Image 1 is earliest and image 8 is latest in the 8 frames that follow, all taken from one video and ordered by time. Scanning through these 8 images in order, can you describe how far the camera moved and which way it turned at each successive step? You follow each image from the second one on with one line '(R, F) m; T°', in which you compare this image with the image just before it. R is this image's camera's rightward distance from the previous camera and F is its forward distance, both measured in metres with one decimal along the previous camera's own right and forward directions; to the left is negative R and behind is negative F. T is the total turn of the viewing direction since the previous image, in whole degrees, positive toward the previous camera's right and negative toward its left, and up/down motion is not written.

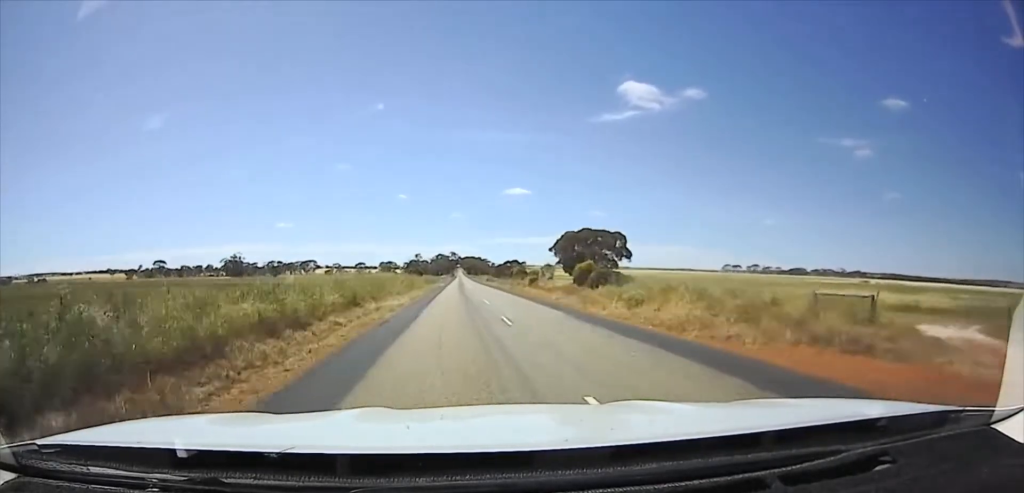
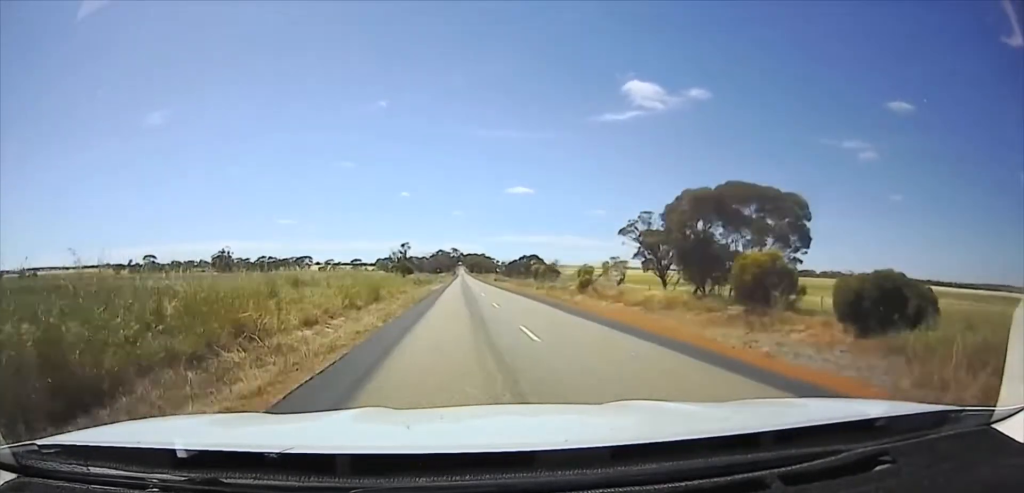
(0.0, +26.8) m; 0°
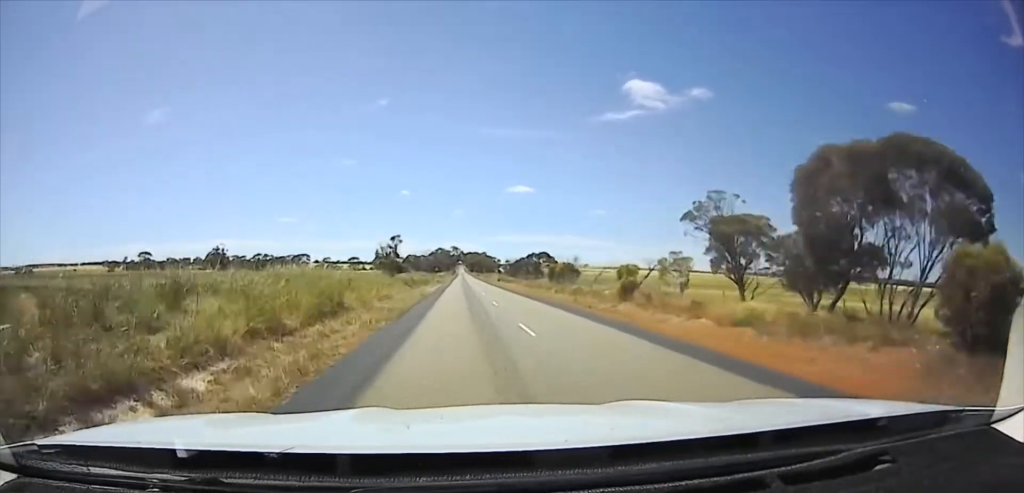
(0.0, +12.0) m; 0°
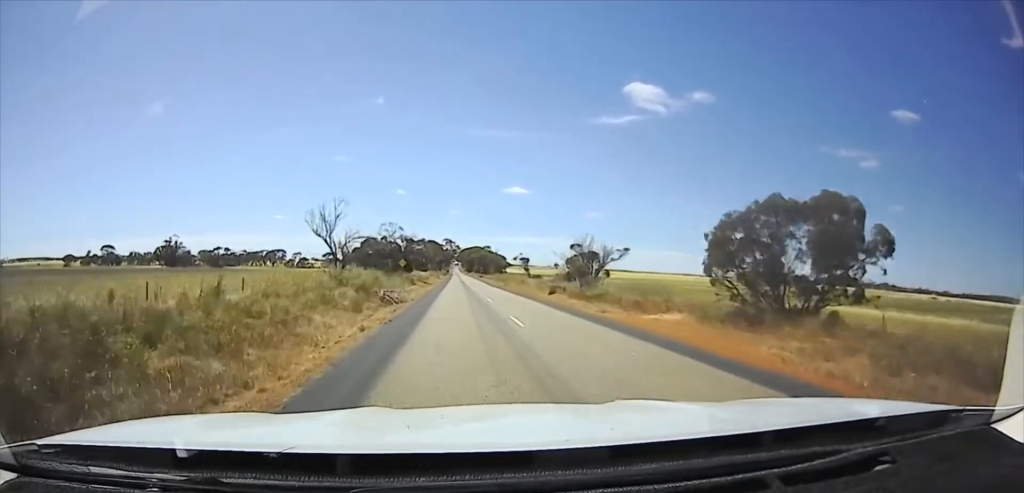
(-0.1, +69.6) m; 0°
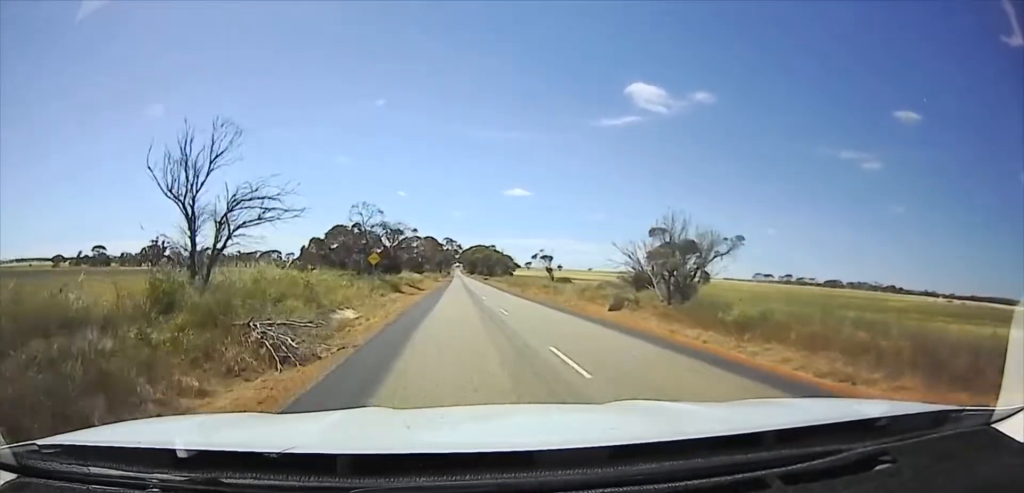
(0.0, +19.0) m; 0°
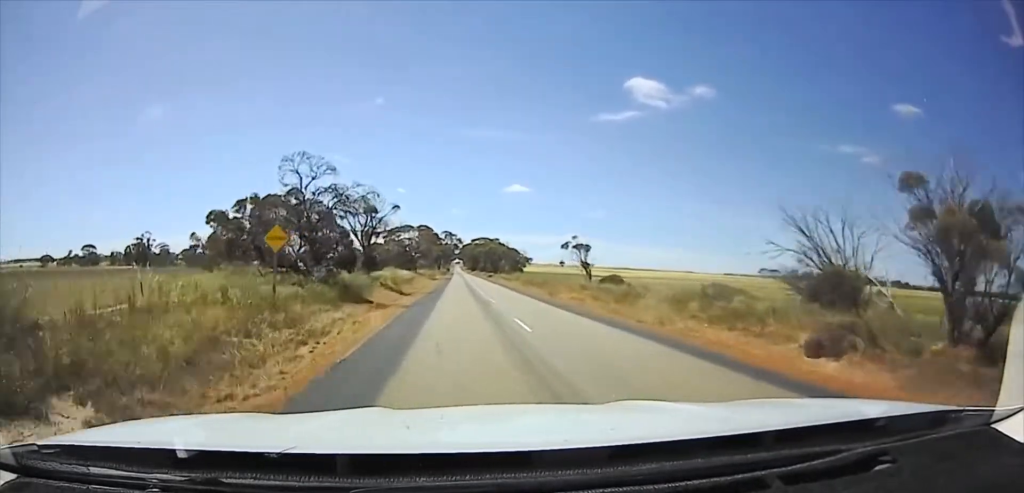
(0.0, +17.9) m; 0°
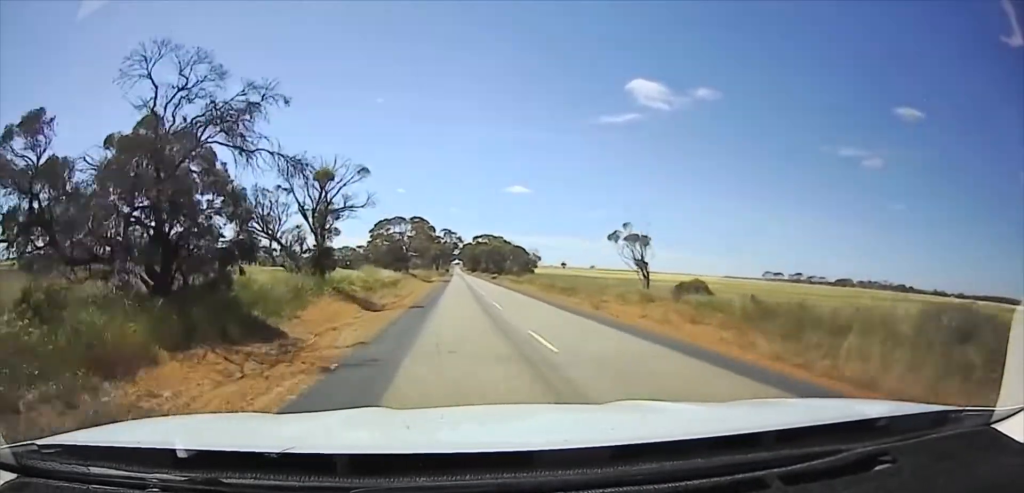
(0.0, +14.2) m; 0°
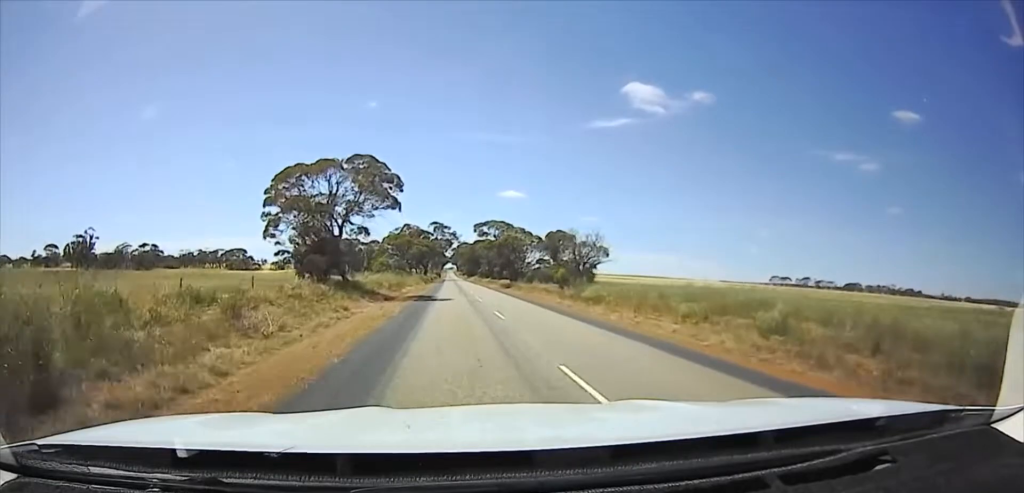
(0.0, +39.3) m; 0°
